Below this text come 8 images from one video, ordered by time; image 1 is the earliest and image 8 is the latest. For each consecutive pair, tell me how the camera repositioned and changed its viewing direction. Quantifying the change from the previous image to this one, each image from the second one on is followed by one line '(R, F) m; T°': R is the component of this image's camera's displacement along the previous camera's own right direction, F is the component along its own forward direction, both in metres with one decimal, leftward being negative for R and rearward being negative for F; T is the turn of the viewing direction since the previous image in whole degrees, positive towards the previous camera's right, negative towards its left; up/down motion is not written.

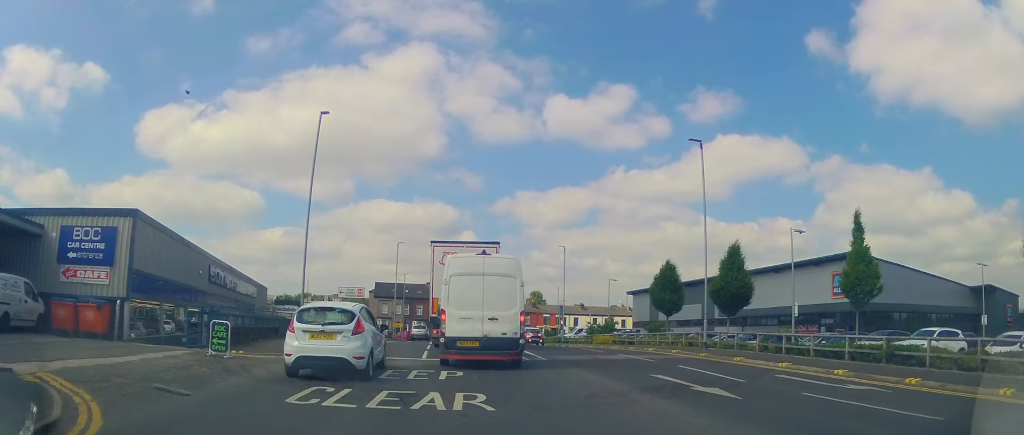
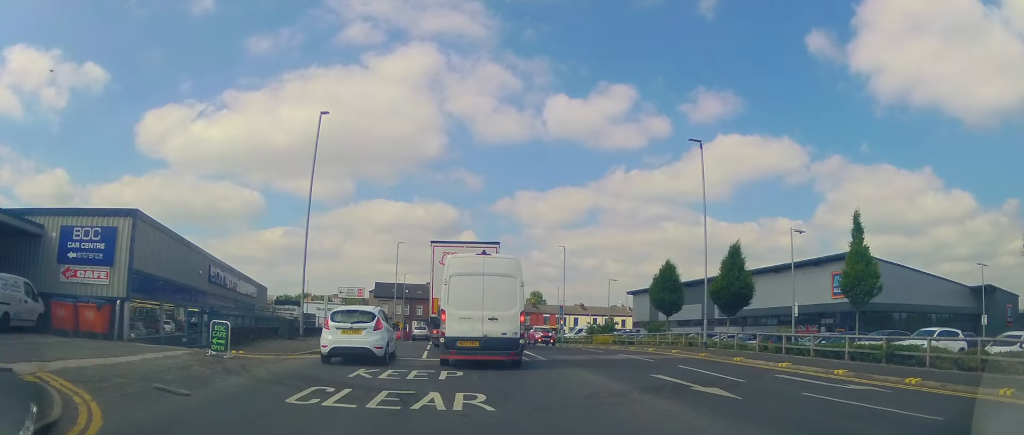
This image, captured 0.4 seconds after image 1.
(0.0, 0.0) m; 0°
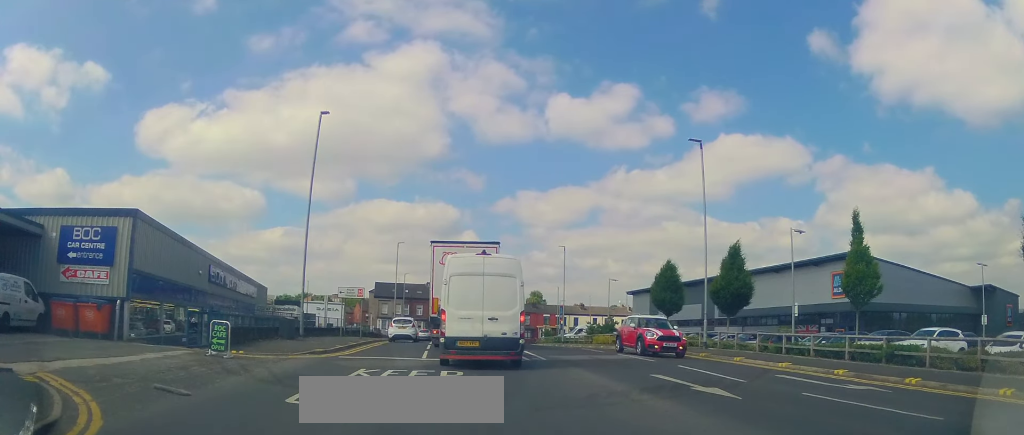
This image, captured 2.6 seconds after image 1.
(0.0, 0.0) m; 0°
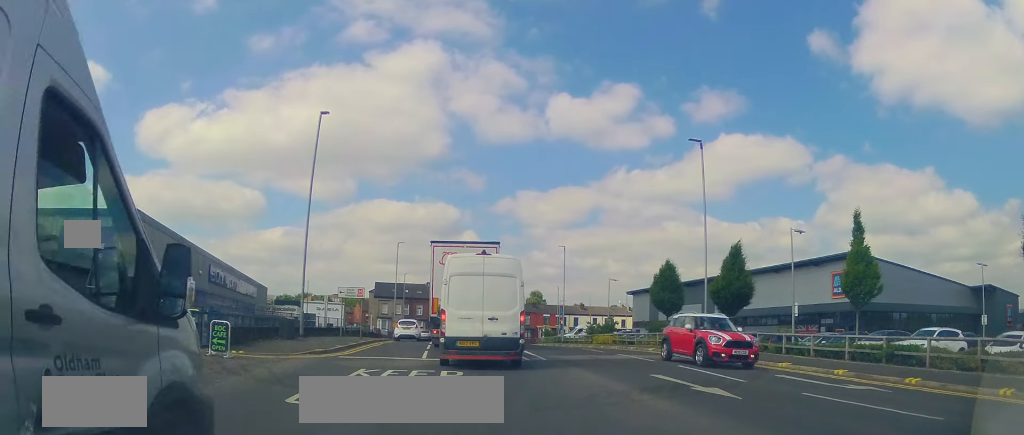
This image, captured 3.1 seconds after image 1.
(0.0, 0.0) m; 0°
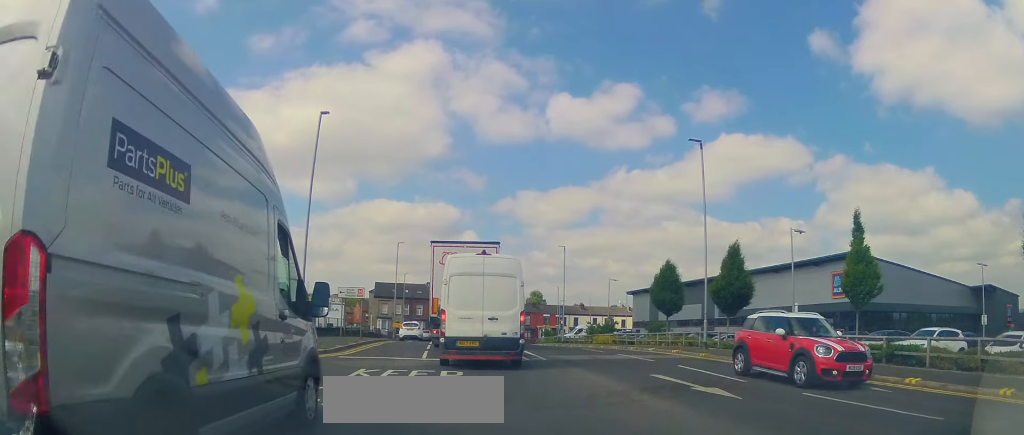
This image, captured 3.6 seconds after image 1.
(0.0, 0.0) m; 0°
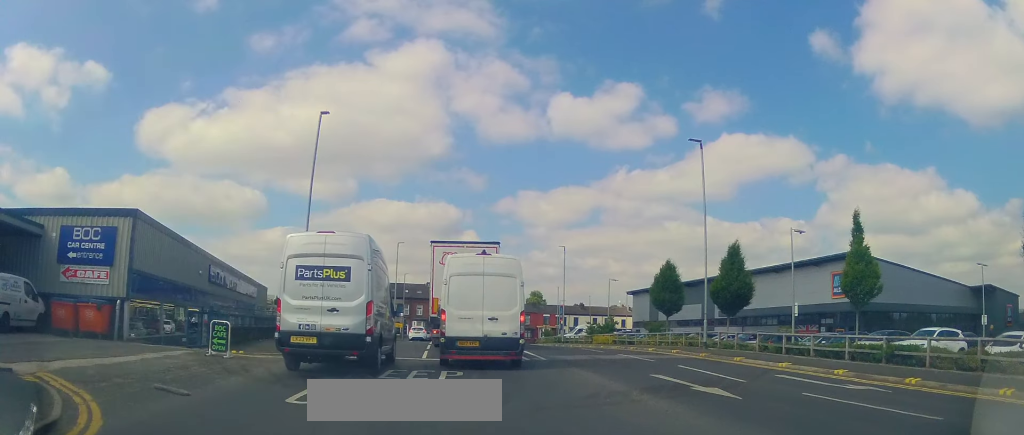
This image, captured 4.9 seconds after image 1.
(0.0, 0.0) m; 0°
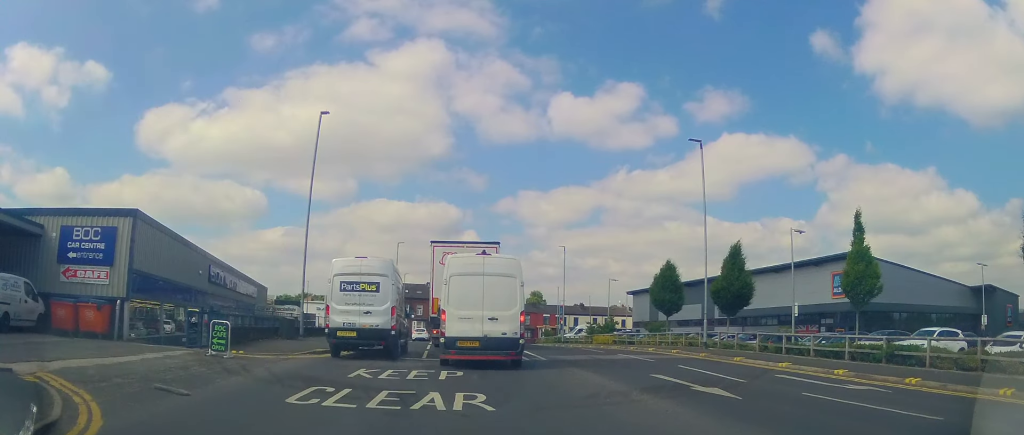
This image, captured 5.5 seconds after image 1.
(0.0, 0.0) m; 0°
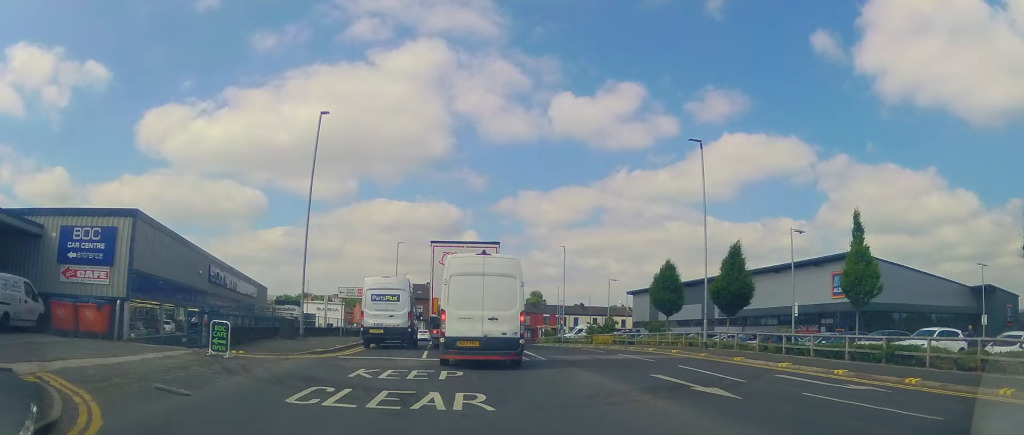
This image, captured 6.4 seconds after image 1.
(0.0, 0.0) m; 0°
